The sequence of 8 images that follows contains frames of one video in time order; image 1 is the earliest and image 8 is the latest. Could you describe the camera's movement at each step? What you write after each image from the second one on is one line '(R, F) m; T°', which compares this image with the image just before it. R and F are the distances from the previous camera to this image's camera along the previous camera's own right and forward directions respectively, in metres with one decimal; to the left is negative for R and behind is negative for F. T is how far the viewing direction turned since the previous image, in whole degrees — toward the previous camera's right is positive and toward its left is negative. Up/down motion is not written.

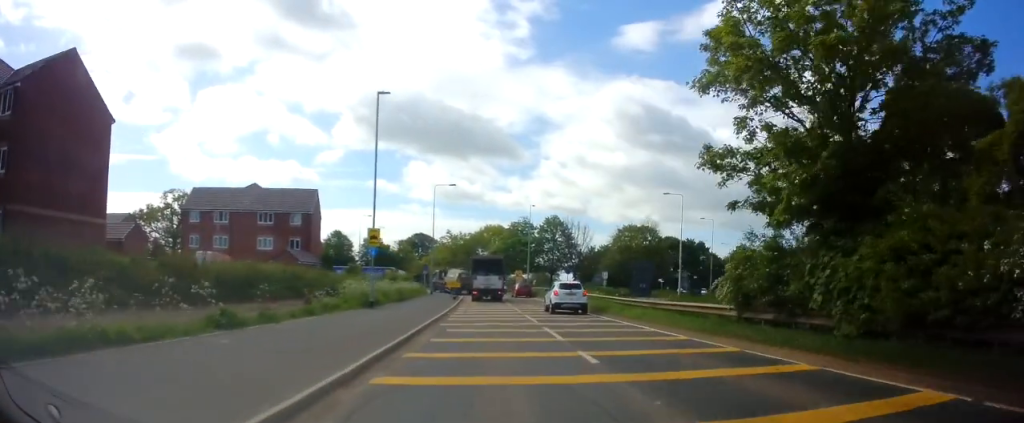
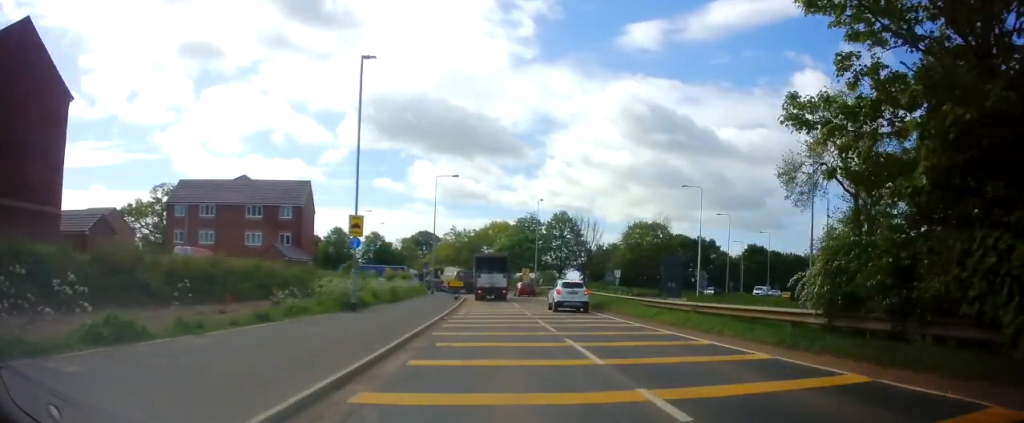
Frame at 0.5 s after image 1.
(+0.1, +4.5) m; 0°
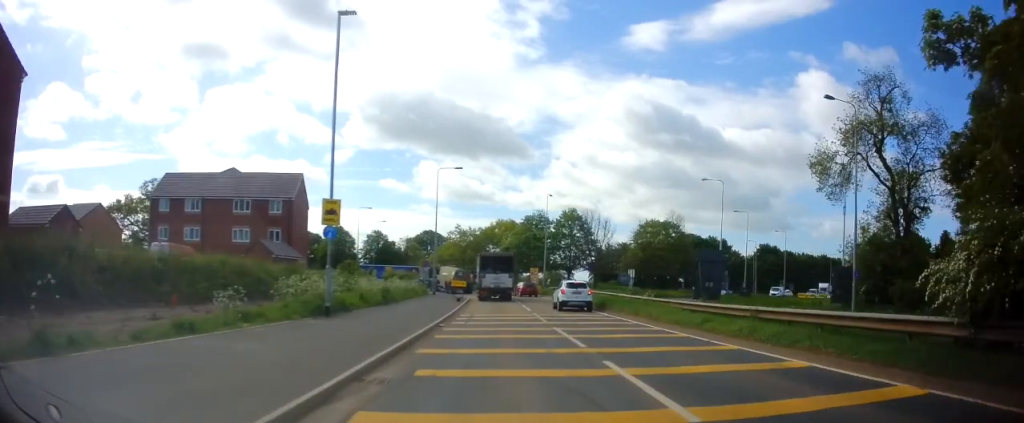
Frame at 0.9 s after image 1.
(0.0, +4.2) m; -1°
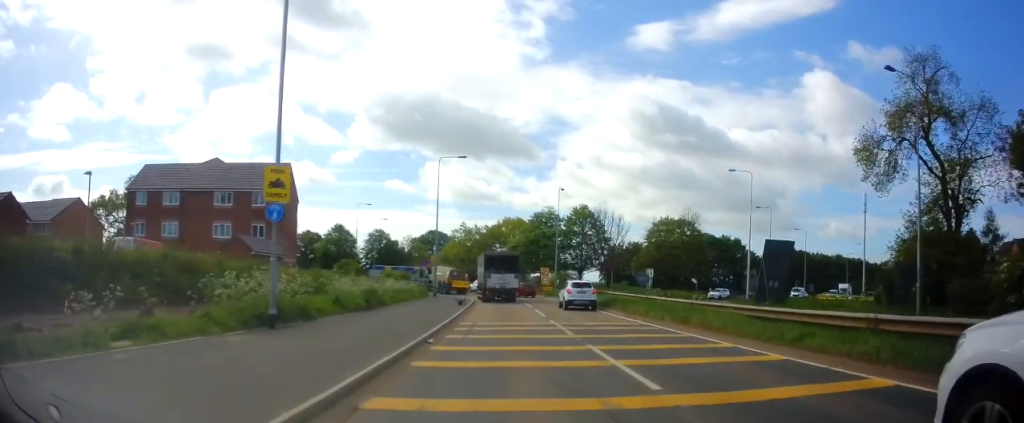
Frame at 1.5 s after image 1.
(0.0, +5.2) m; -2°
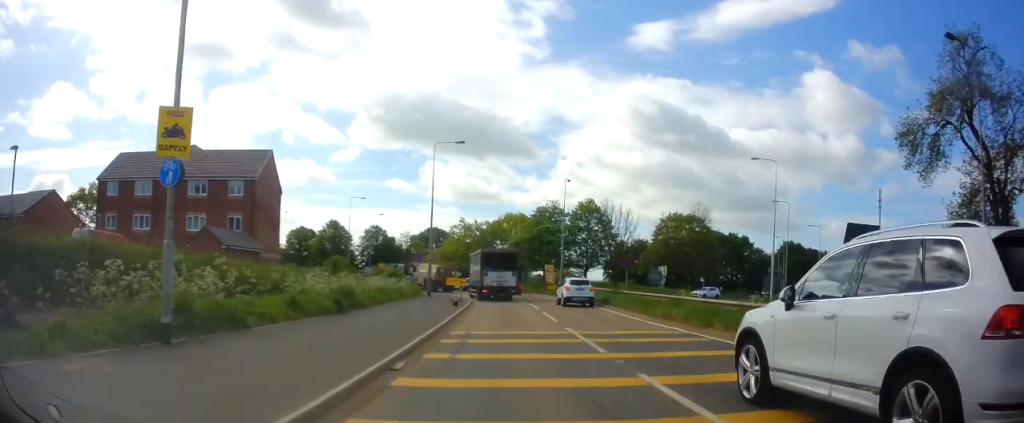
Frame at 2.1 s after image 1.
(-0.1, +4.6) m; 0°
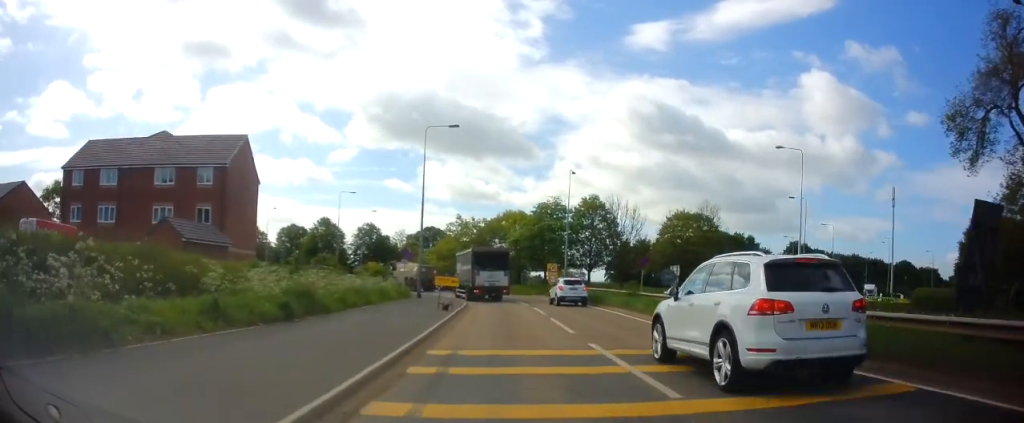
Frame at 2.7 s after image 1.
(-0.1, +4.8) m; 0°
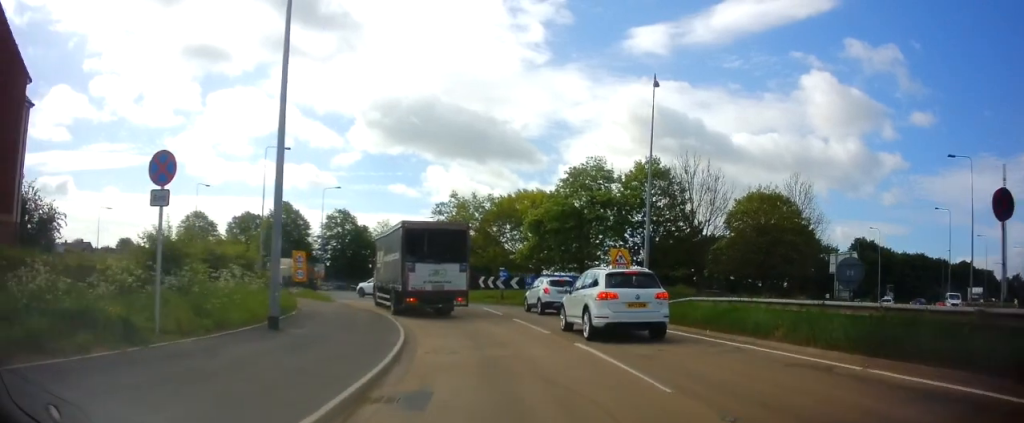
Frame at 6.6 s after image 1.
(+0.3, +26.8) m; -1°
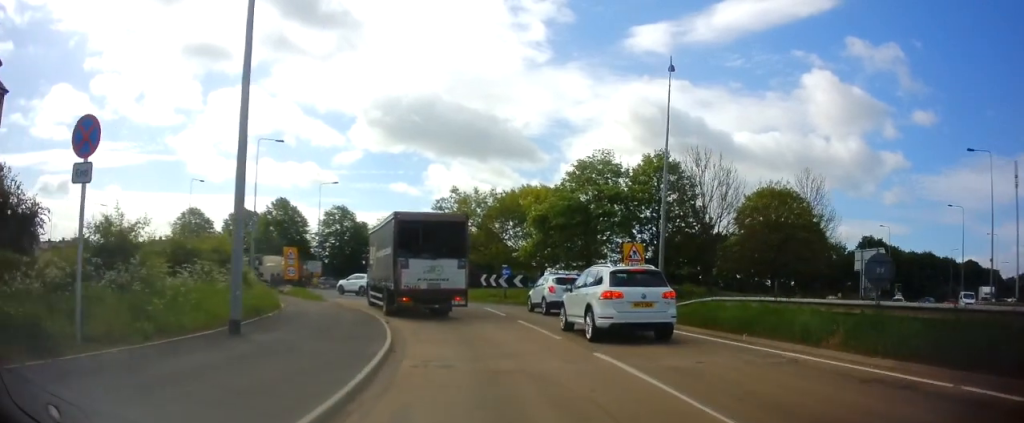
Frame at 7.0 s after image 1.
(0.0, +2.1) m; -1°
